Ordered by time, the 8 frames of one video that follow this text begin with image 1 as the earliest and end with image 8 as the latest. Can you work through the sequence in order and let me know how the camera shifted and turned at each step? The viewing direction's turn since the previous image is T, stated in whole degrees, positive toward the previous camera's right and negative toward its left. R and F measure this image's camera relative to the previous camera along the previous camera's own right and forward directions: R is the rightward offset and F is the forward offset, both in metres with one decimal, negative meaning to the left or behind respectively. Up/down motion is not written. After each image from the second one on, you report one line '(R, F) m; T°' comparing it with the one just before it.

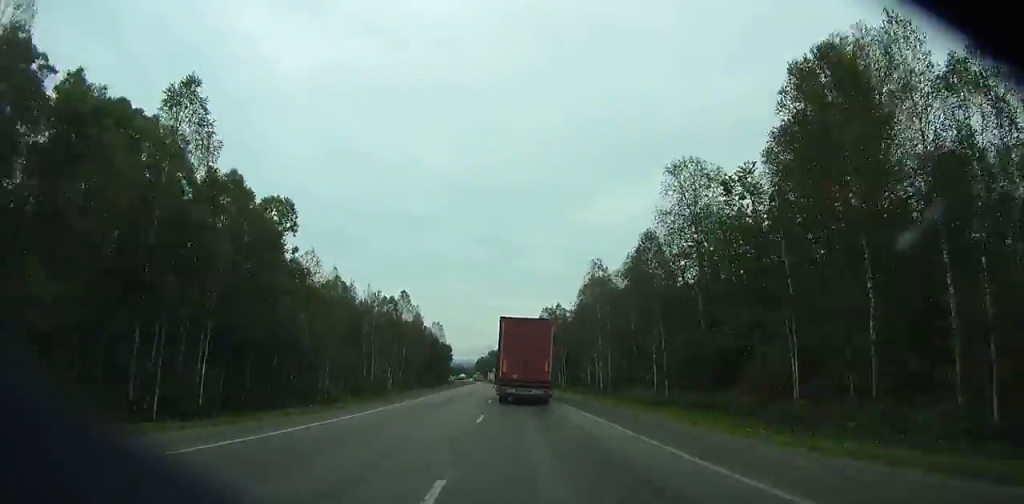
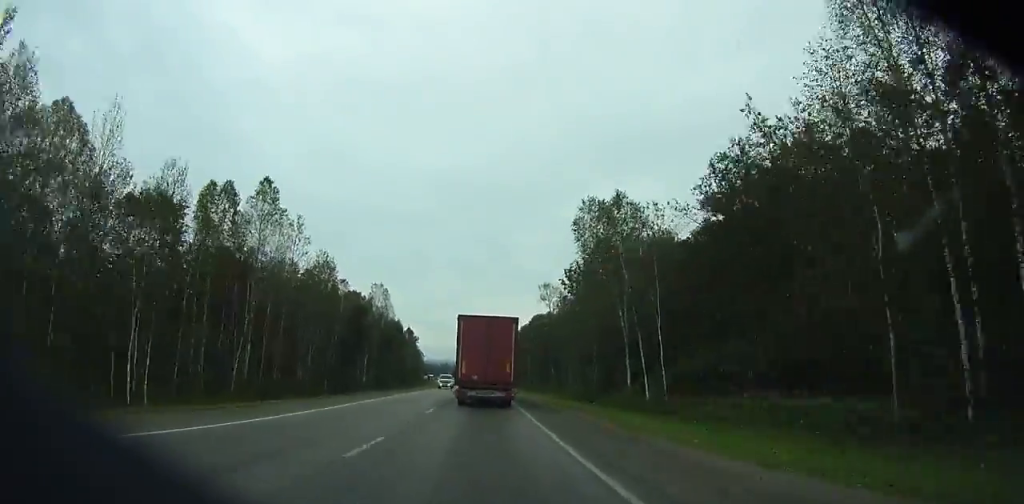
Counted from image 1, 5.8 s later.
(-0.3, +73.4) m; -1°
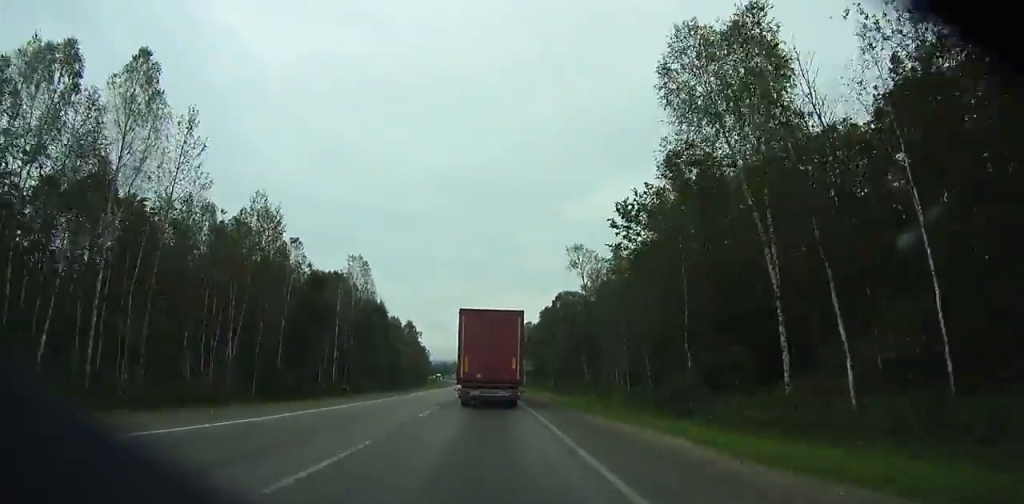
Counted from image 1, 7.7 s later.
(0.0, +25.6) m; -1°
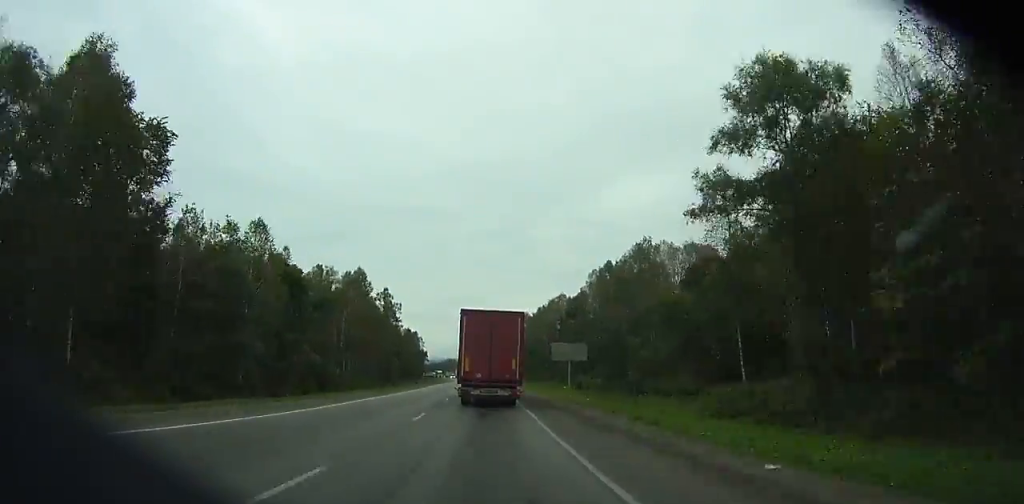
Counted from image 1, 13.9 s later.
(-1.1, +86.6) m; -1°
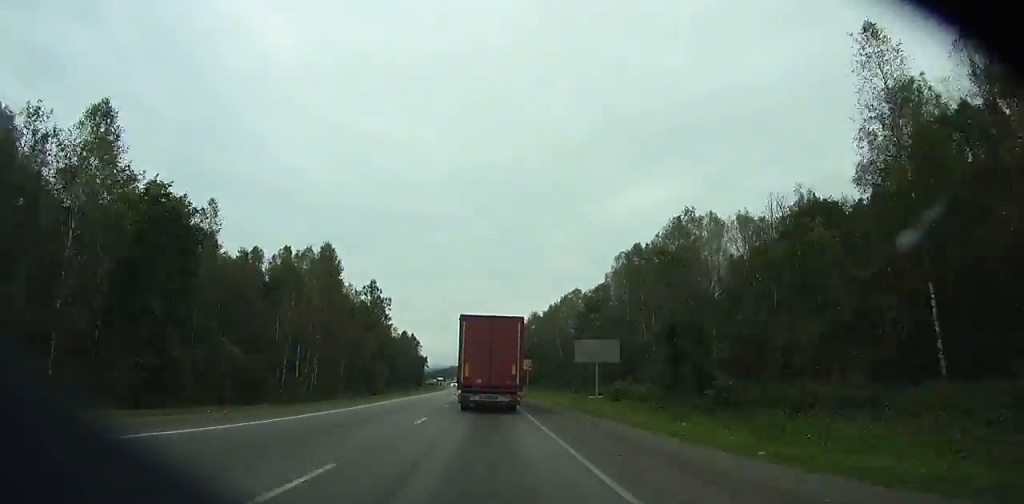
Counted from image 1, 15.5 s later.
(-0.1, +23.0) m; -1°
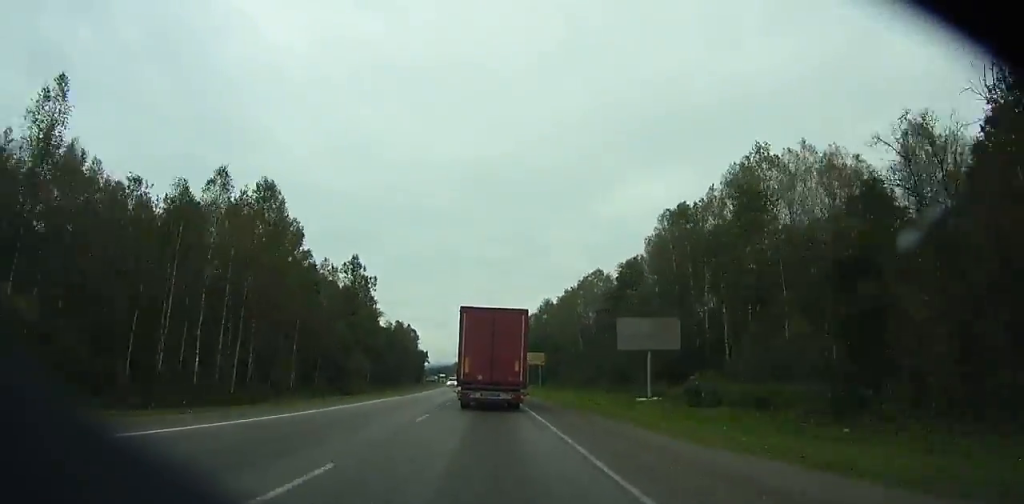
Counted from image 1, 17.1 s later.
(-0.1, +23.2) m; -1°
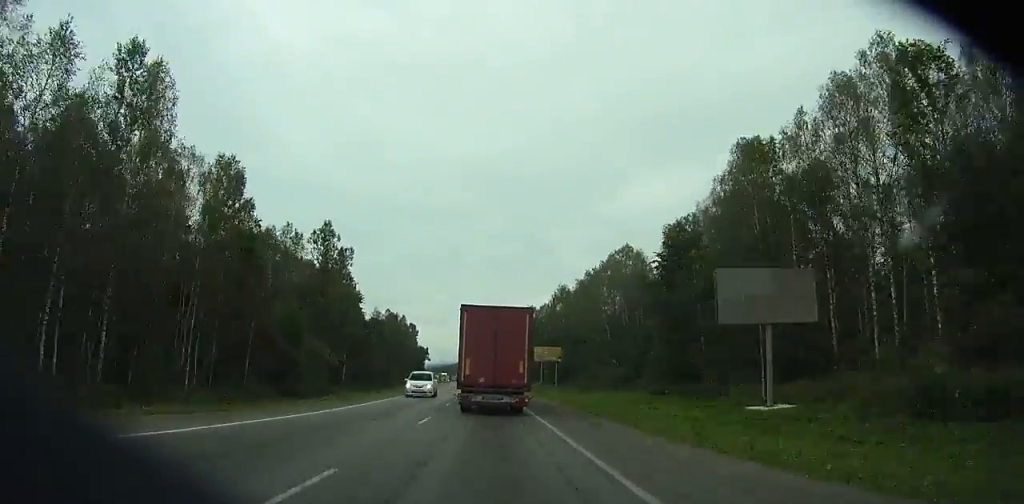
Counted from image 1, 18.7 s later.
(-0.2, +23.4) m; -1°
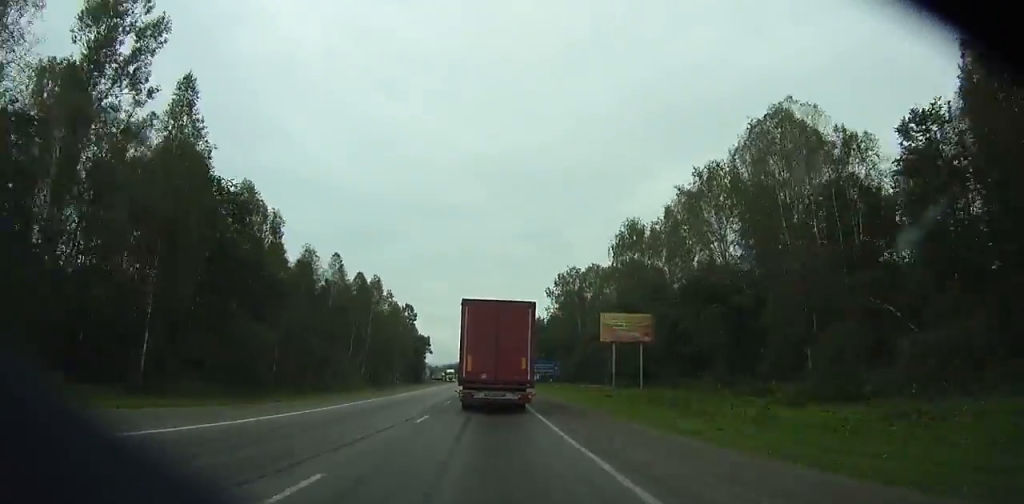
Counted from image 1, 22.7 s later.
(-0.8, +58.8) m; -2°
